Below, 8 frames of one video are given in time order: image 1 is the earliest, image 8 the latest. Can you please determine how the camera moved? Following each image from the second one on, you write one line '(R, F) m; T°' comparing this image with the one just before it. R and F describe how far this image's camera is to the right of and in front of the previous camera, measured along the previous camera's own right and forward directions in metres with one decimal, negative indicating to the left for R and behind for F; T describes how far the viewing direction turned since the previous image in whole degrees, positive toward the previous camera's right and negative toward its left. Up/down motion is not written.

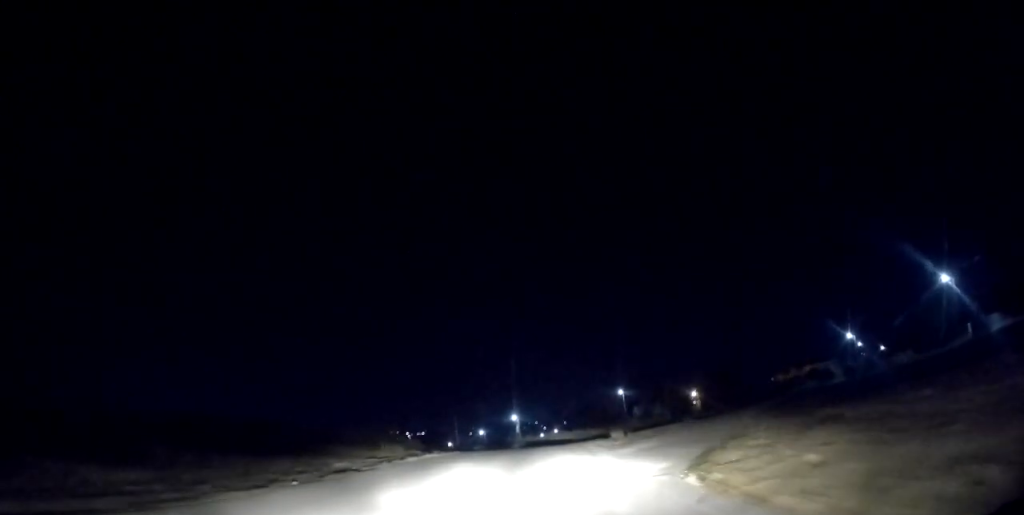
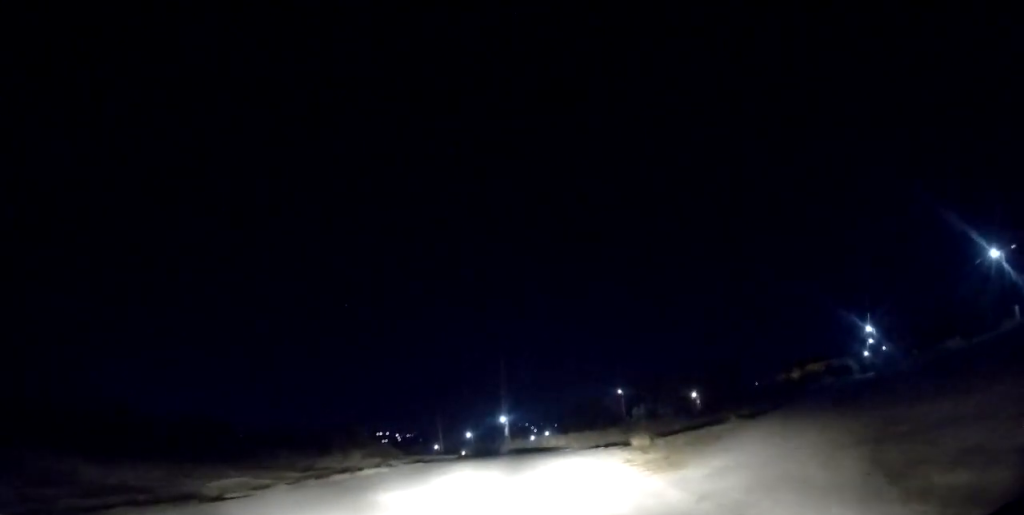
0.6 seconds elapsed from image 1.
(0.0, +8.4) m; +1°
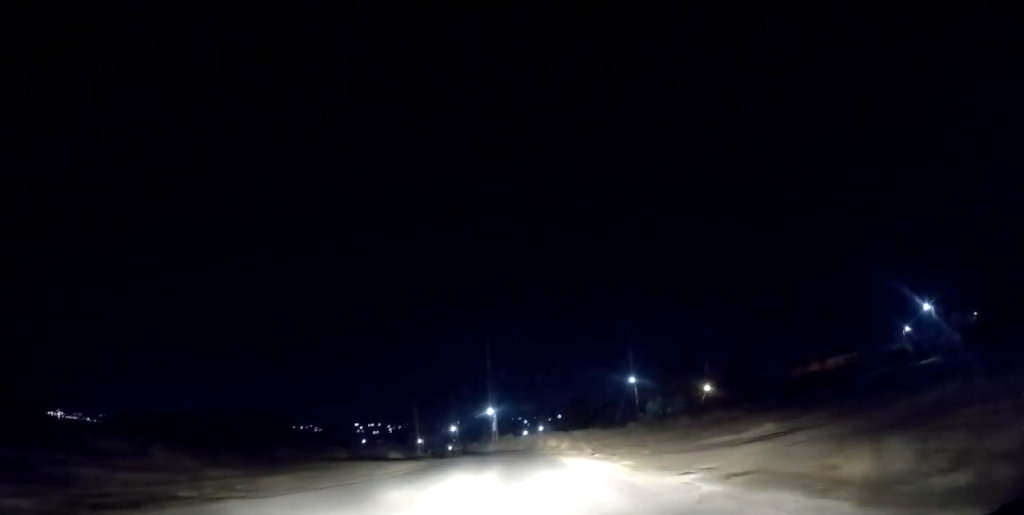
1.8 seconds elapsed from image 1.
(+0.3, +15.4) m; +2°
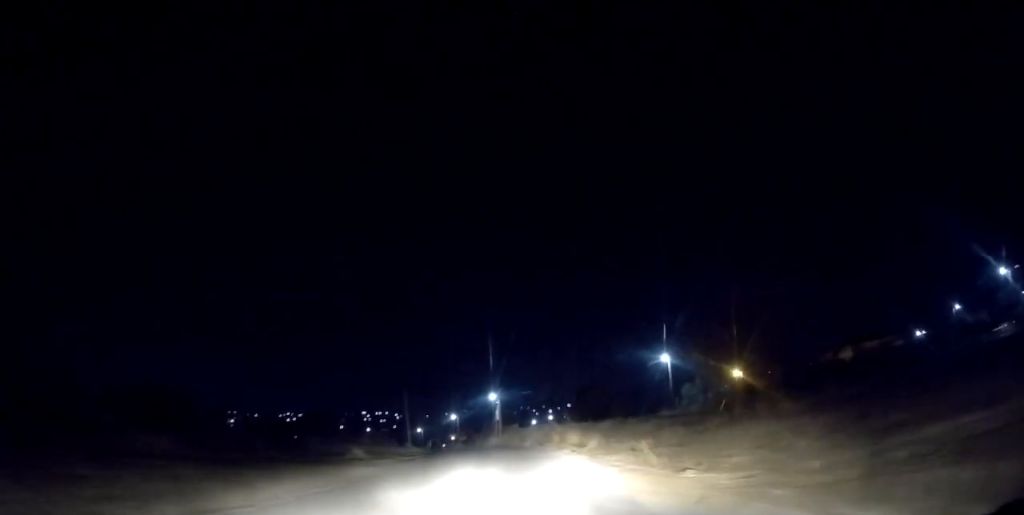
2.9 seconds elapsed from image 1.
(+0.2, +13.0) m; 0°
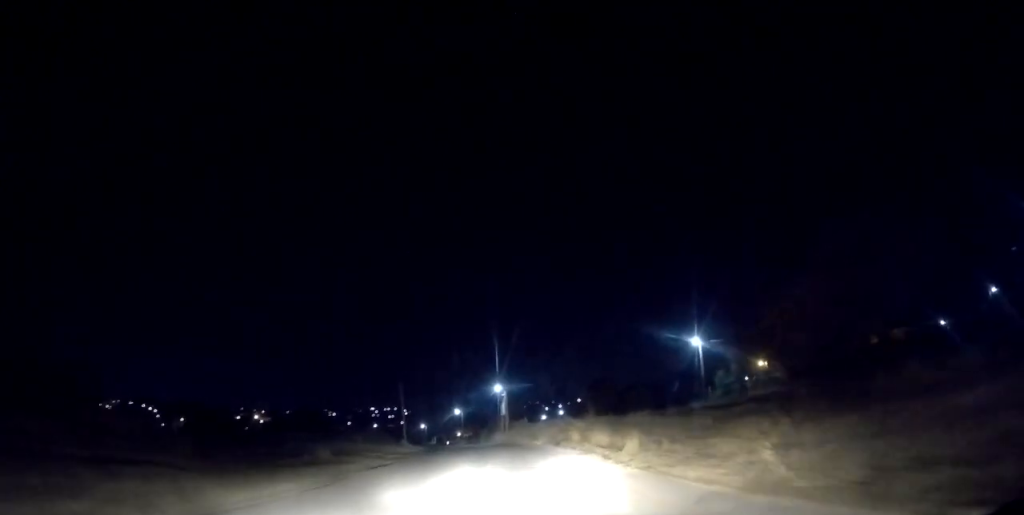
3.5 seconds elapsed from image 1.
(+0.2, +7.7) m; -2°
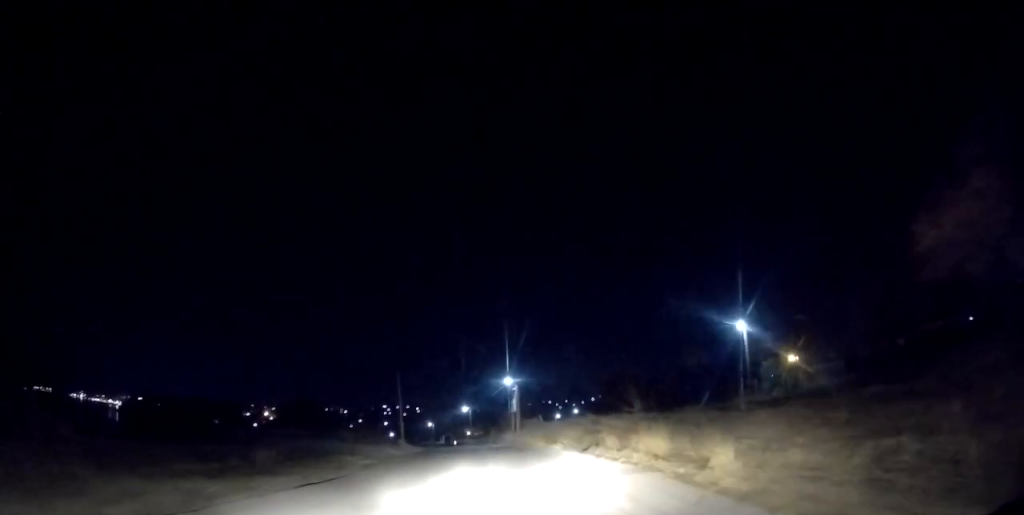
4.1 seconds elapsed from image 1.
(-0.5, +7.8) m; 0°
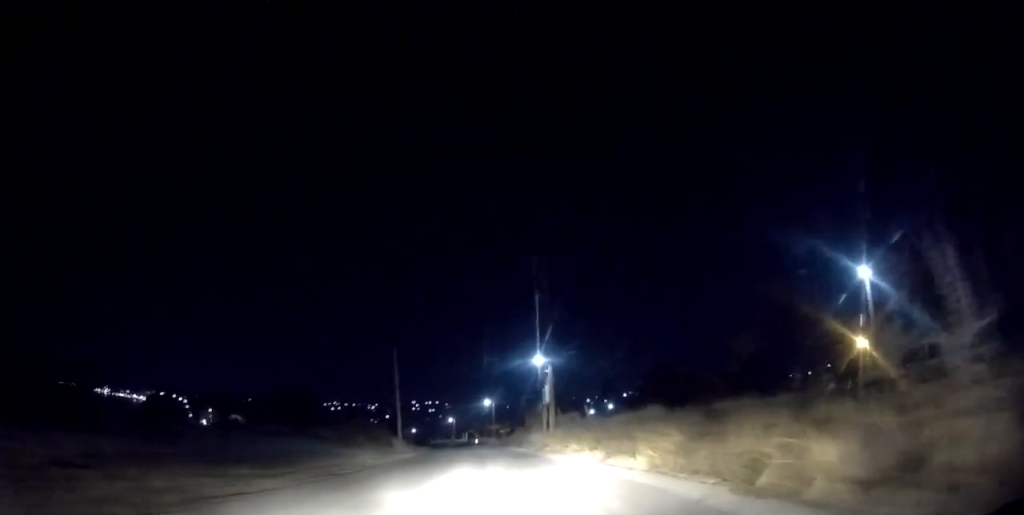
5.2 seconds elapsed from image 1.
(+0.1, +13.7) m; 0°
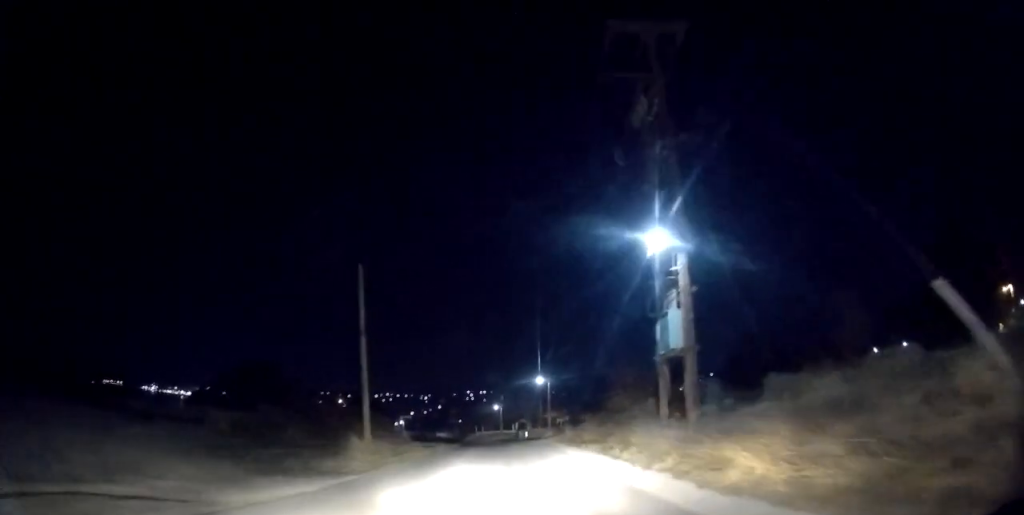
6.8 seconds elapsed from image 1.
(-1.4, +21.2) m; -8°
